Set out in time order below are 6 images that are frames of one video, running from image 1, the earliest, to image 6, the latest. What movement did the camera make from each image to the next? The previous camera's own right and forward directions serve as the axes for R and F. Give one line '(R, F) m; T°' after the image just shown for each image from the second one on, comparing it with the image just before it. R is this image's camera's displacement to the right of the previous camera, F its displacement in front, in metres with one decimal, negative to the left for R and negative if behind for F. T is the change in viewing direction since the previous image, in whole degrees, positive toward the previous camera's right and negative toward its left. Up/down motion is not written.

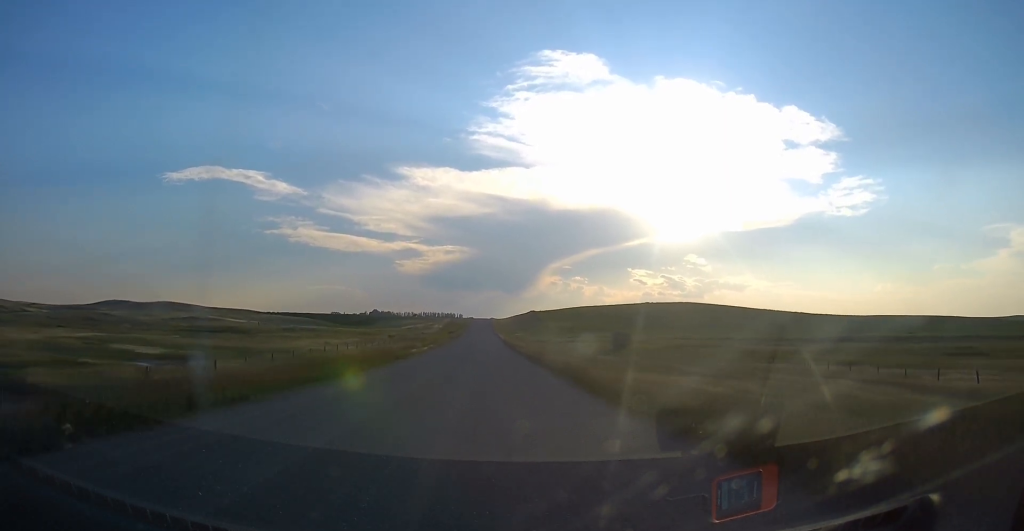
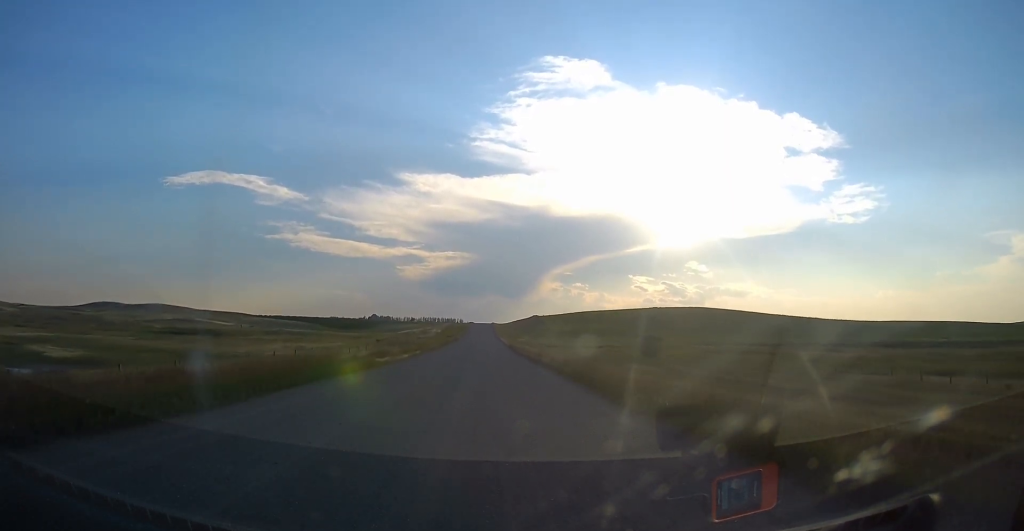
(0.0, +16.3) m; 0°
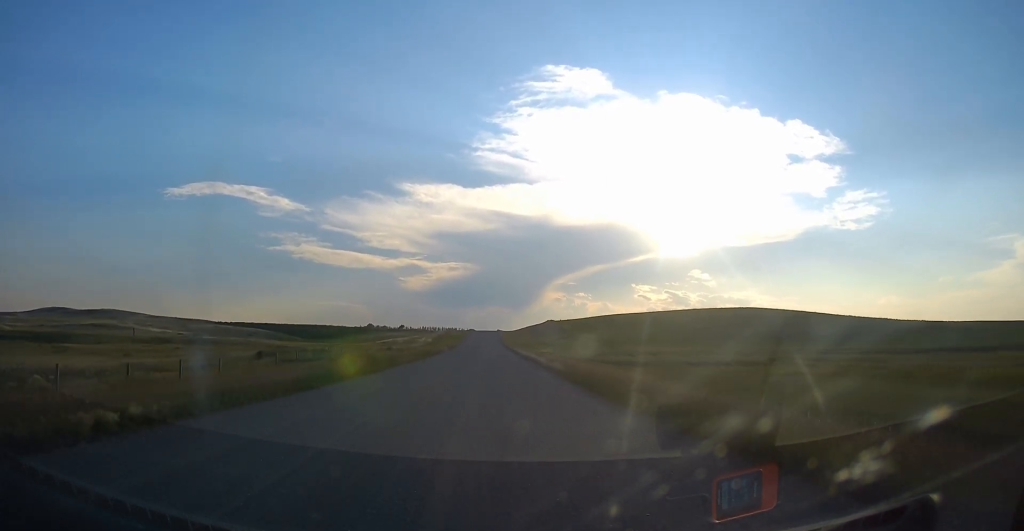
(+0.4, +66.1) m; +2°
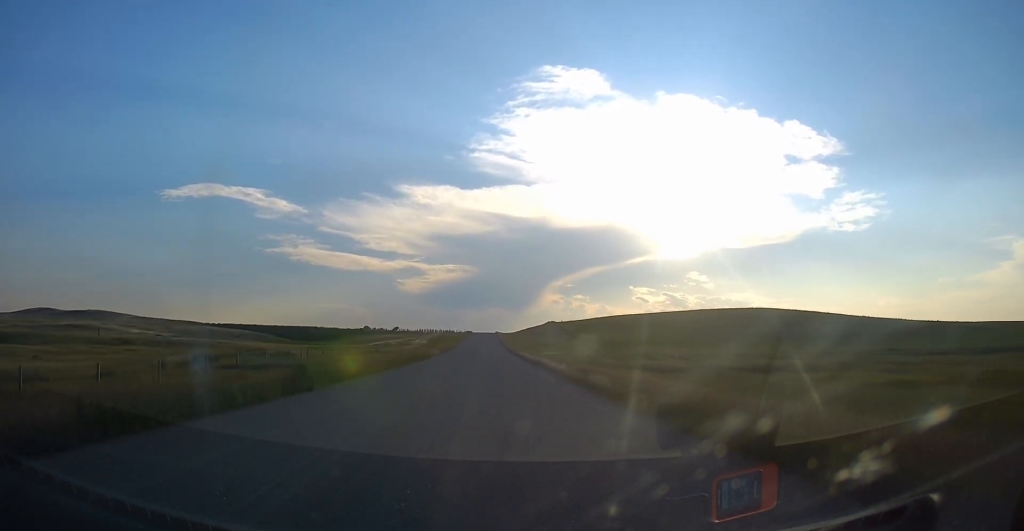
(+0.1, +13.0) m; 0°
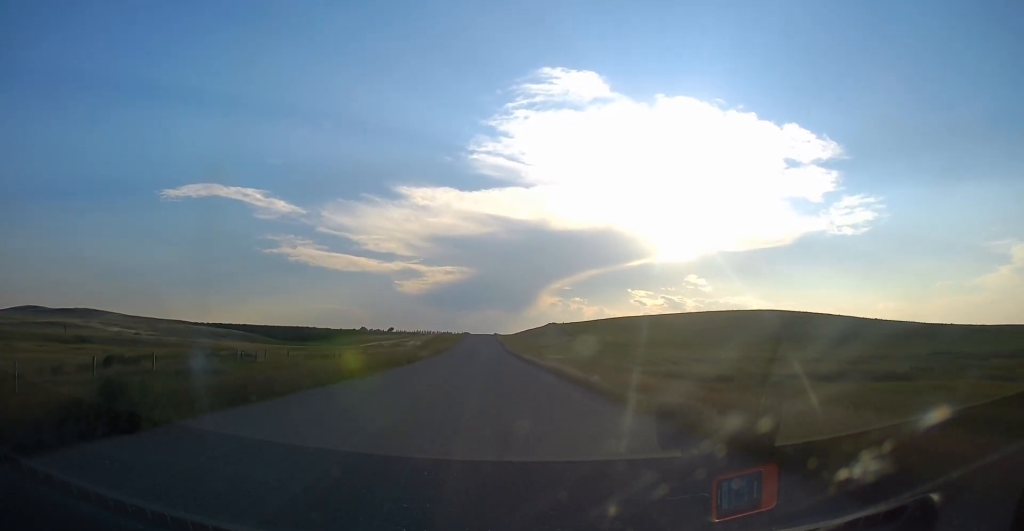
(-0.2, +10.9) m; -1°
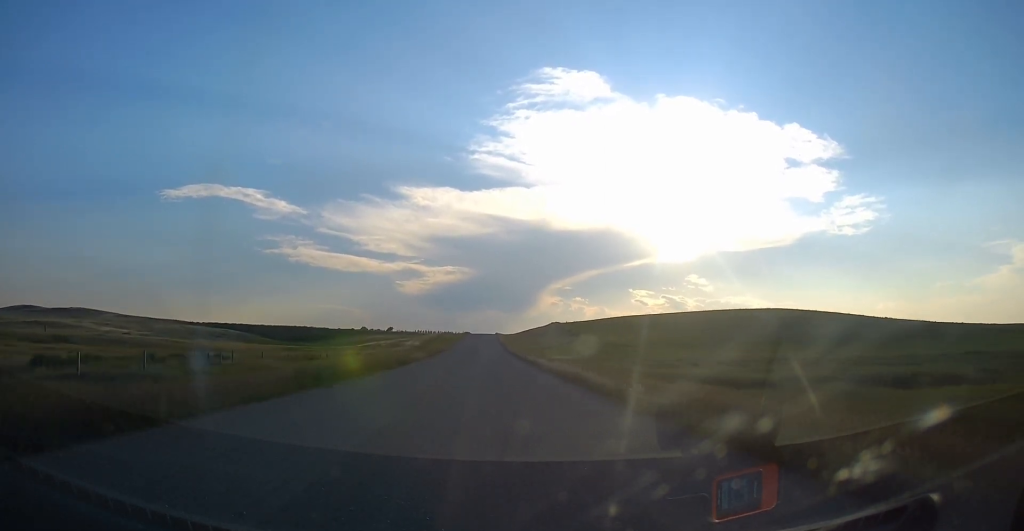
(0.0, +6.7) m; 0°
